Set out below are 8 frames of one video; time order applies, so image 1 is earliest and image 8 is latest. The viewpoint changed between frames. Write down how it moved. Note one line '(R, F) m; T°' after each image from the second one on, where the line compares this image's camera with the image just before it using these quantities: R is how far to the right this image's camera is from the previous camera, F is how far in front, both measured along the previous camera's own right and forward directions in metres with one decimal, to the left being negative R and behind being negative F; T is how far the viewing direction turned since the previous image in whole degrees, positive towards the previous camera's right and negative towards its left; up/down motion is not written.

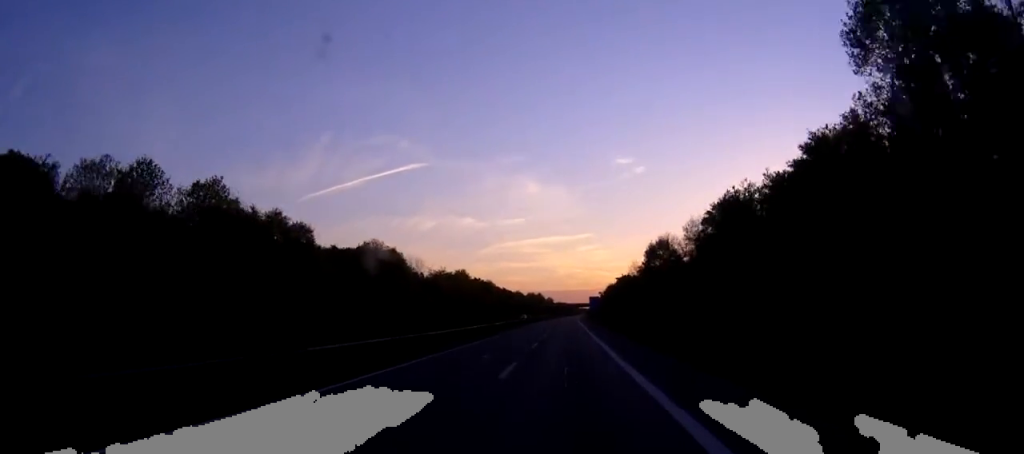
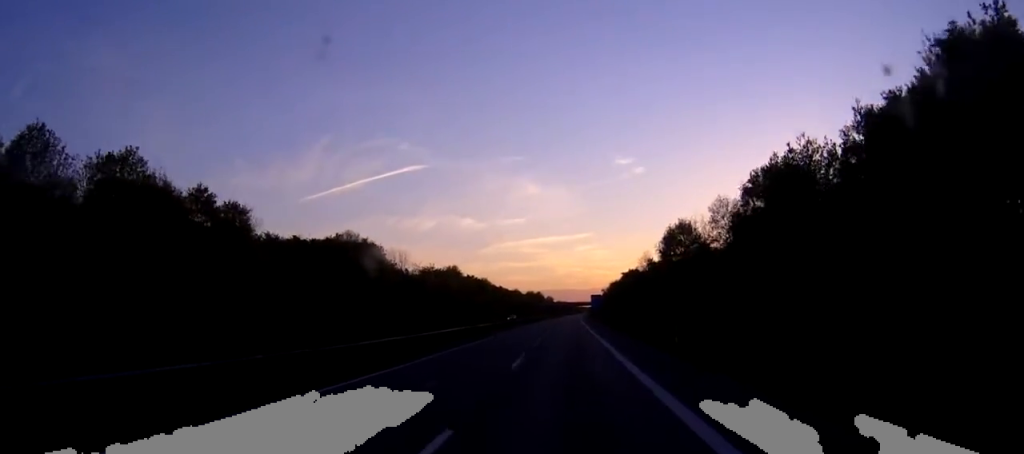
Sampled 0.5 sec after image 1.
(0.0, +15.8) m; 0°
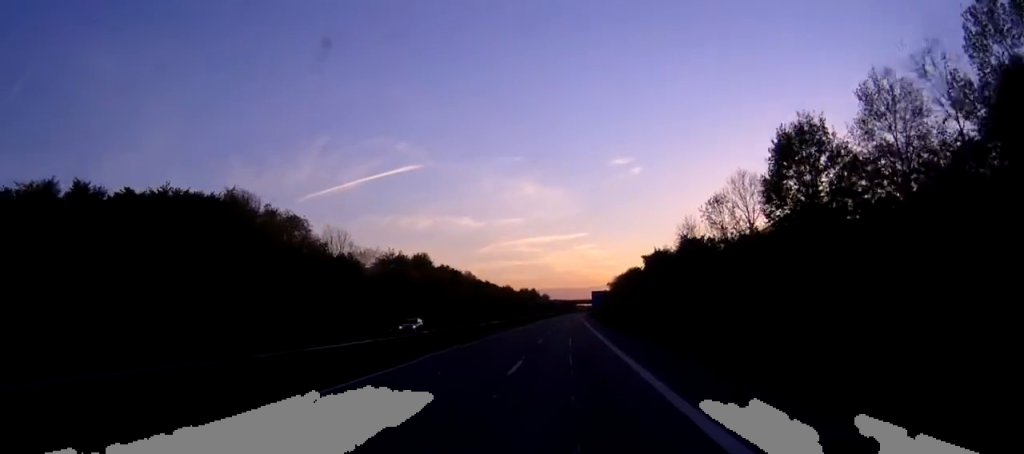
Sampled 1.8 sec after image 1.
(+0.1, +38.2) m; 0°
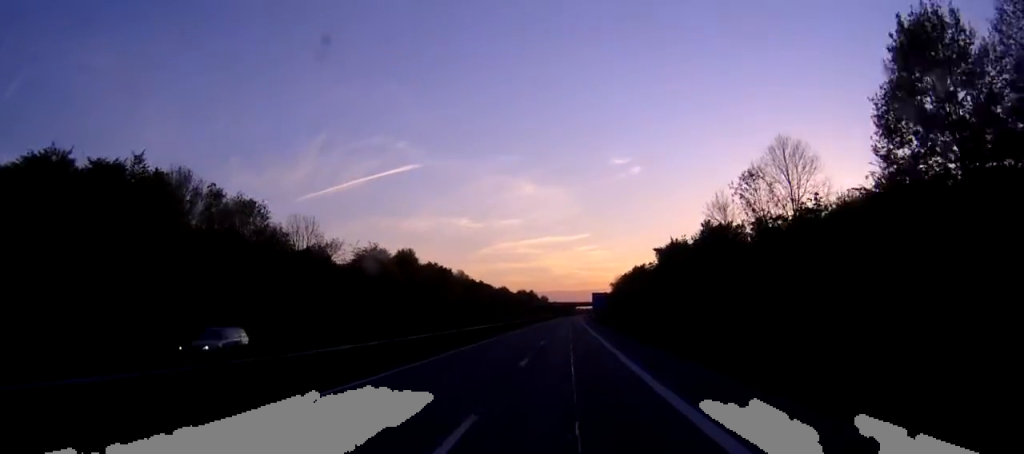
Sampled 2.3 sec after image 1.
(0.0, +13.7) m; 0°
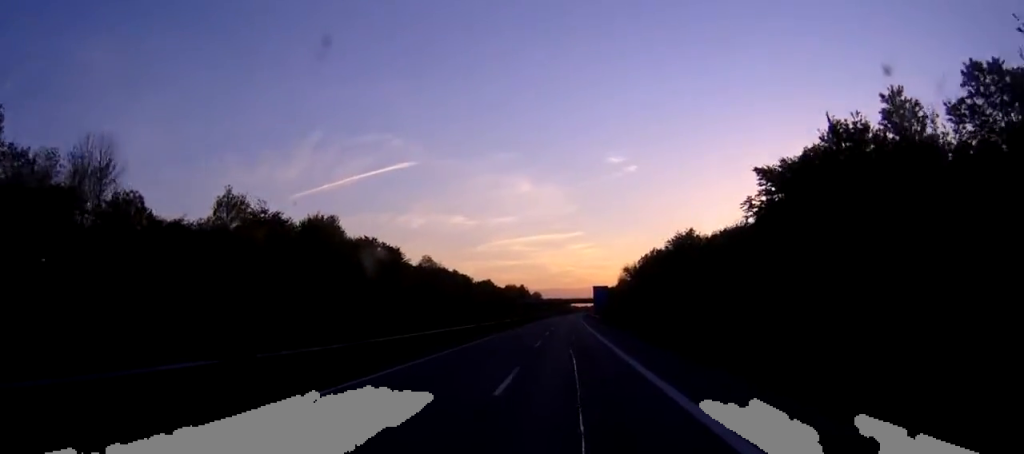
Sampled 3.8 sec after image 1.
(+0.1, +45.0) m; 0°
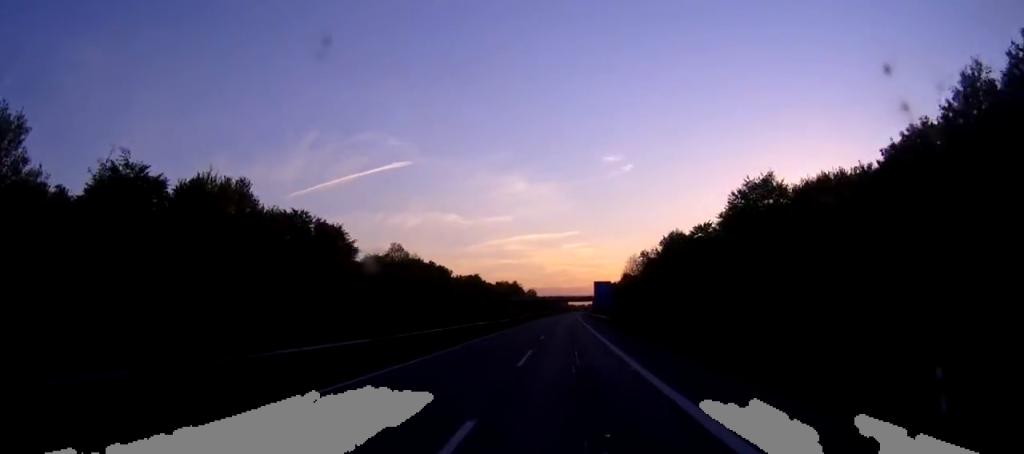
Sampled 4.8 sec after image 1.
(+0.1, +27.5) m; 0°
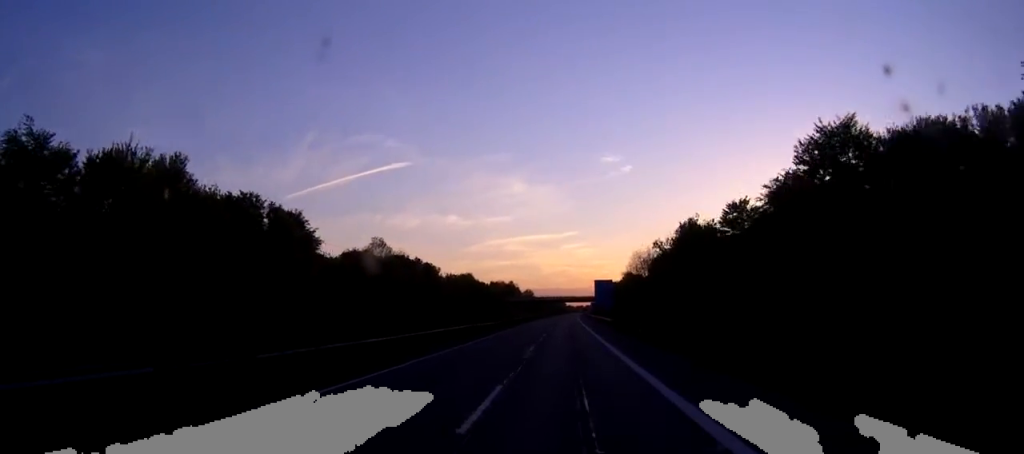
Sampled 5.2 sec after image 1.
(0.0, +12.8) m; 0°
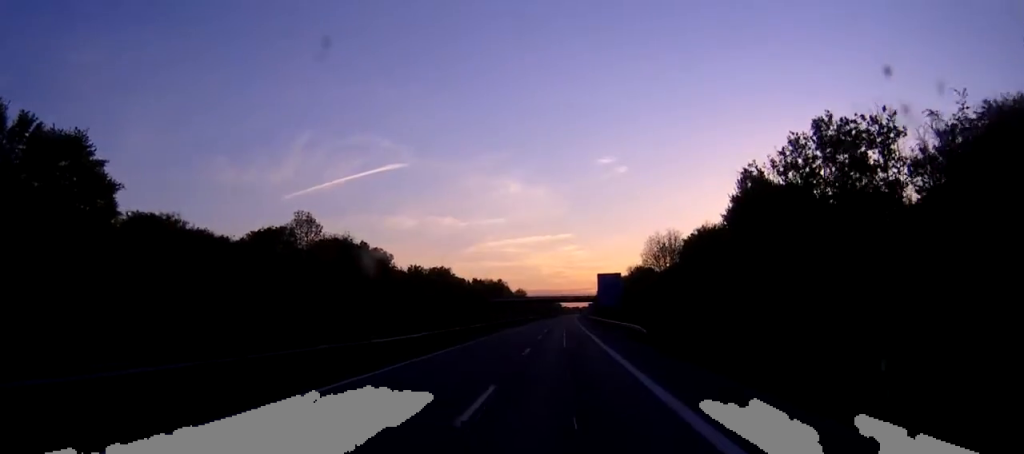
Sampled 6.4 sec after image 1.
(+0.1, +35.3) m; 0°
